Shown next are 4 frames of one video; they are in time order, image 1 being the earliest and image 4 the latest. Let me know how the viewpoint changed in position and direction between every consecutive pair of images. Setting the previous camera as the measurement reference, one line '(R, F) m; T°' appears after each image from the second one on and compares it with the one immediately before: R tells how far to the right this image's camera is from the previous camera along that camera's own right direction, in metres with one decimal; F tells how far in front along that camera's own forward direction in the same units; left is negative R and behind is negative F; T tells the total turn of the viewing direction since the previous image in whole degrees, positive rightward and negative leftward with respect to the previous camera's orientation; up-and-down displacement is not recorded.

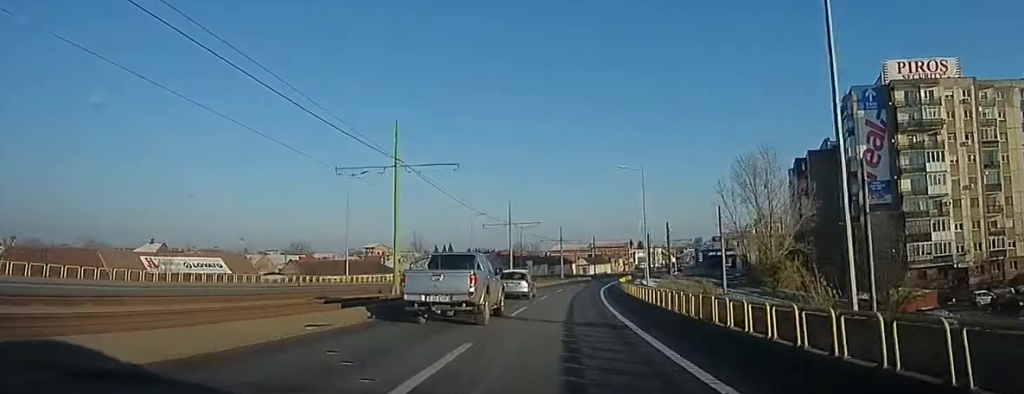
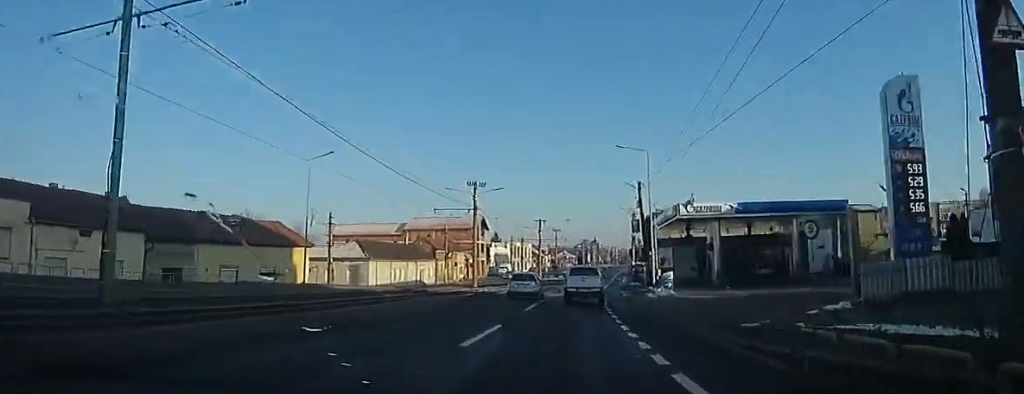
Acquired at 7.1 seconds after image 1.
(+14.4, +106.0) m; +15°
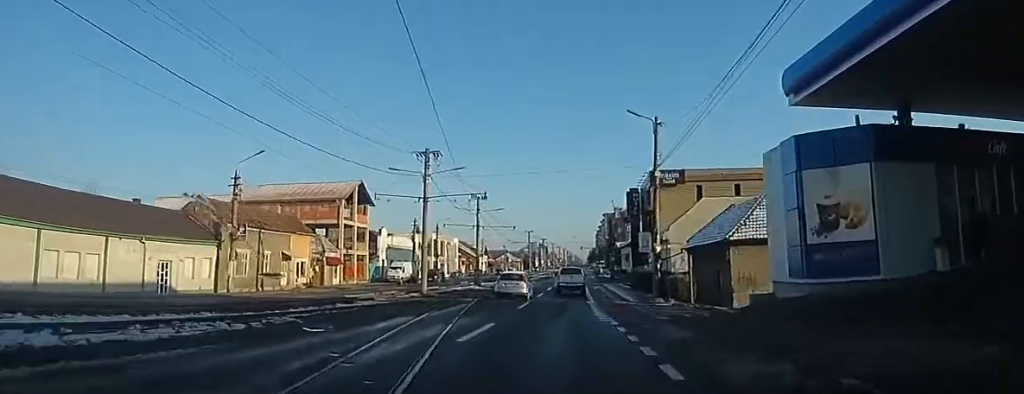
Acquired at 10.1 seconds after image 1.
(+2.5, +45.0) m; +3°
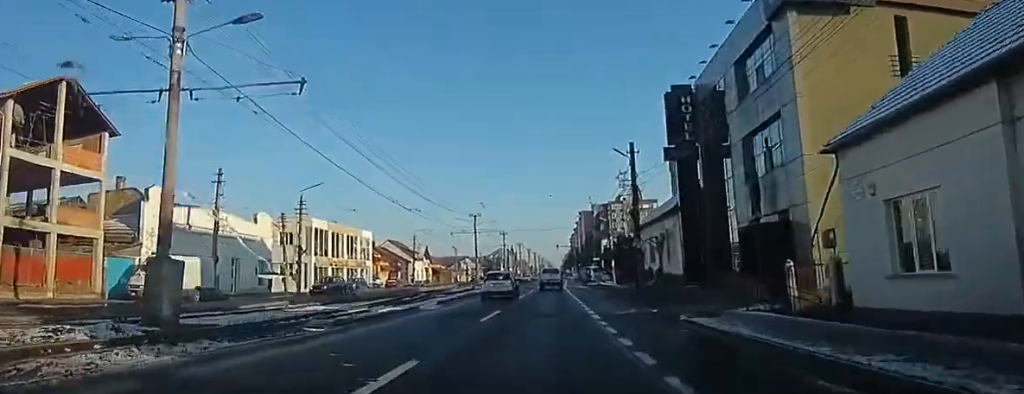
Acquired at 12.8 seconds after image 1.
(+1.0, +40.4) m; +4°
